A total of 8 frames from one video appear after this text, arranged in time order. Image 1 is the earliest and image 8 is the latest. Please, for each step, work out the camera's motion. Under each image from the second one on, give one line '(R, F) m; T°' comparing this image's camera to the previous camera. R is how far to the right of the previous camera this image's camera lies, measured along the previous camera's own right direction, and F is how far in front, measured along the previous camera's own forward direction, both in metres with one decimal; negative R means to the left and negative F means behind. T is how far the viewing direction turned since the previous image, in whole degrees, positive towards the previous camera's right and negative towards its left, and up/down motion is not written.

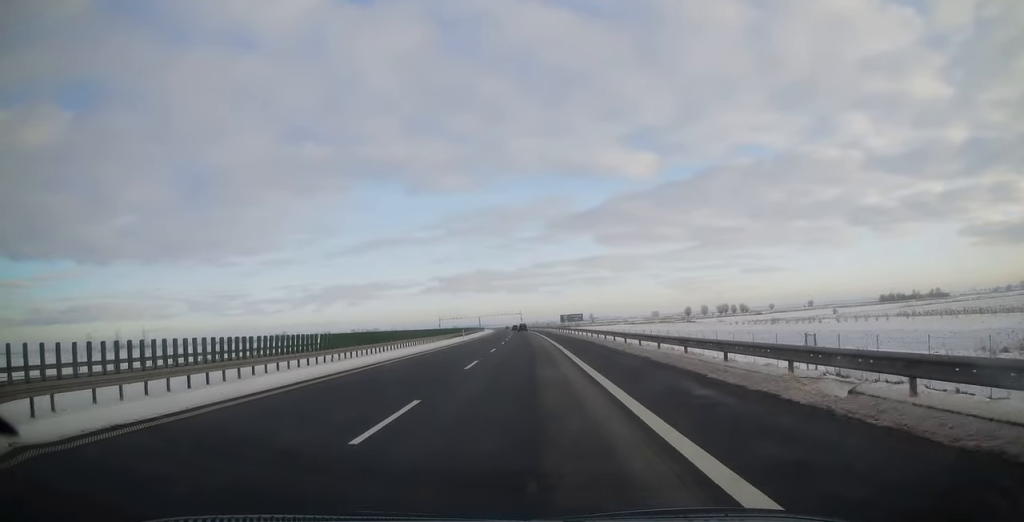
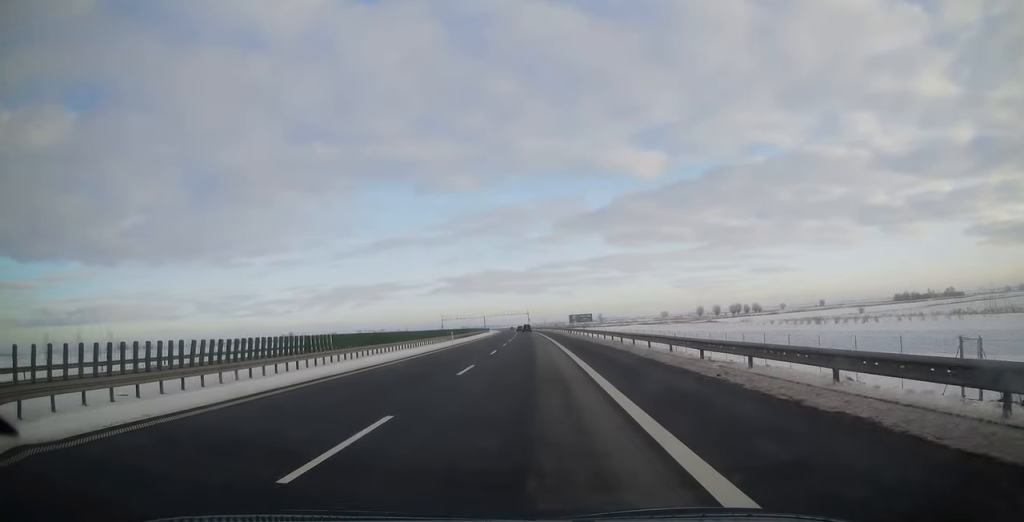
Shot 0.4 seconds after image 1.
(+0.1, +14.0) m; 0°
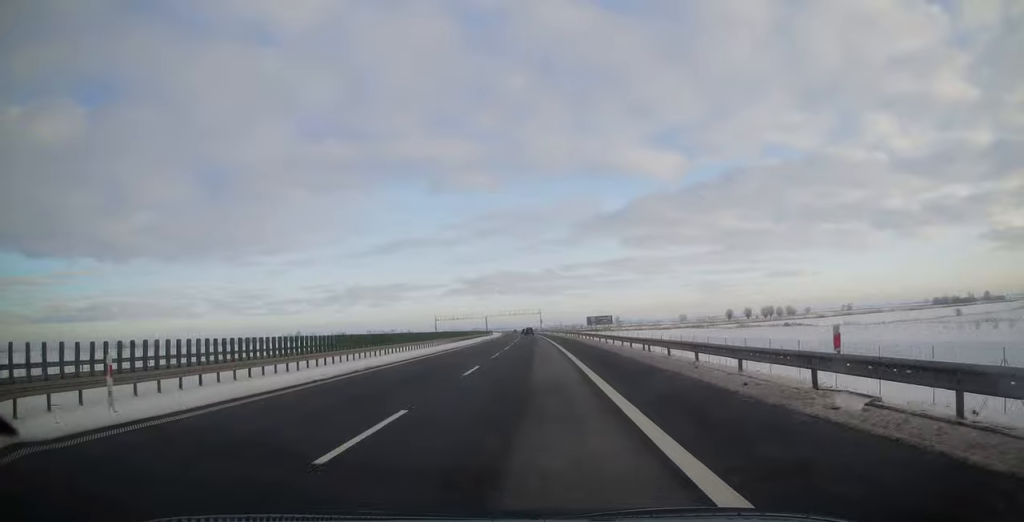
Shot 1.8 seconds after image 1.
(-1.2, +47.6) m; -2°
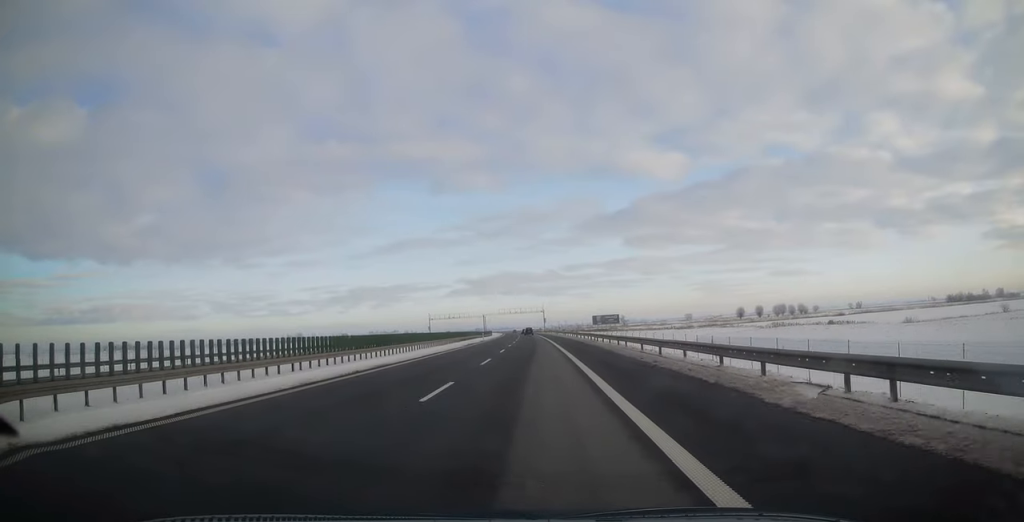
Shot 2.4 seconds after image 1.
(-0.4, +18.7) m; 0°
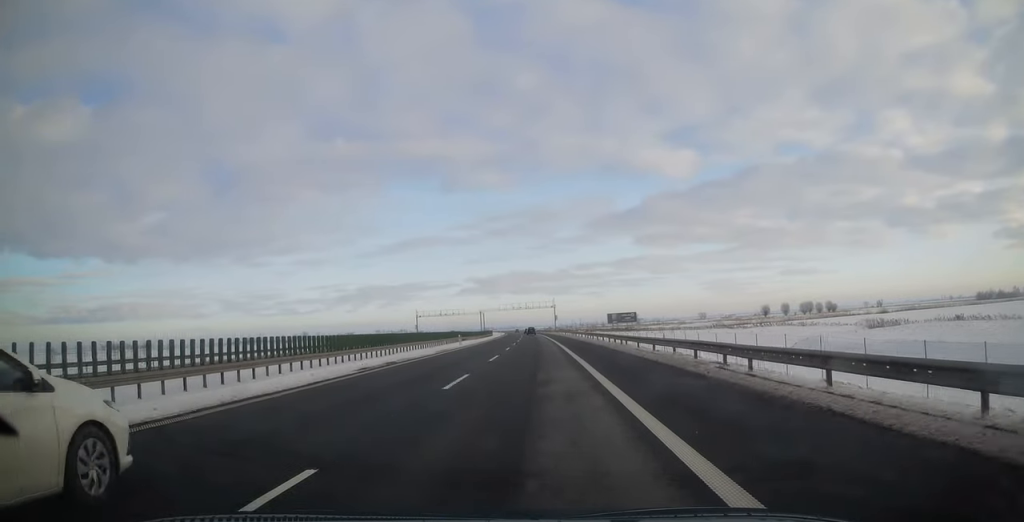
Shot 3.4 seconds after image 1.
(+0.4, +33.6) m; -1°
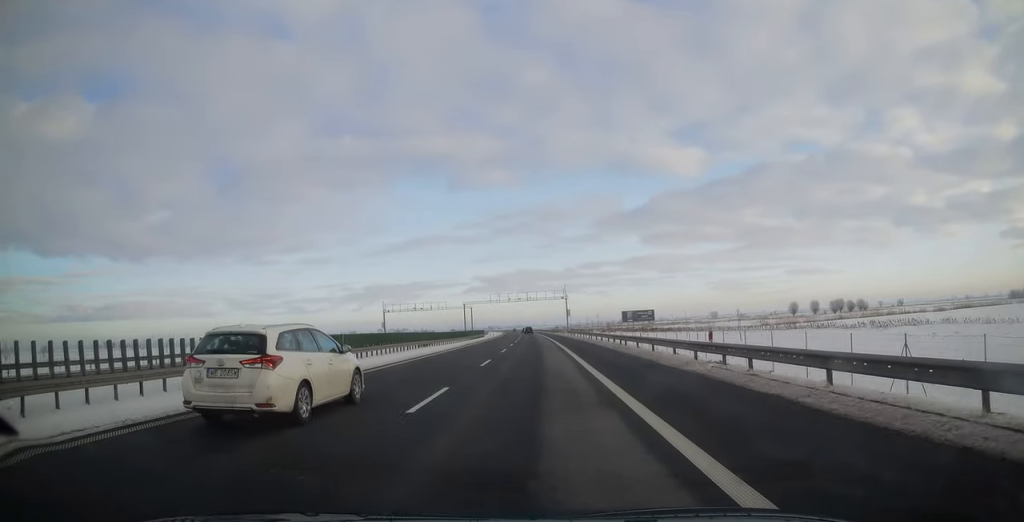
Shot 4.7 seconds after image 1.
(-0.9, +39.5) m; -1°
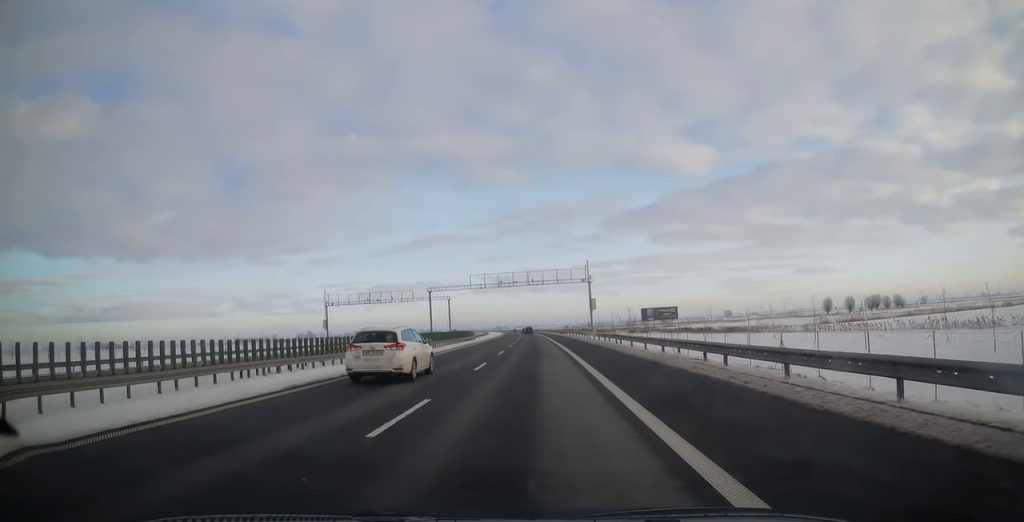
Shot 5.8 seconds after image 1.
(+0.1, +38.0) m; 0°
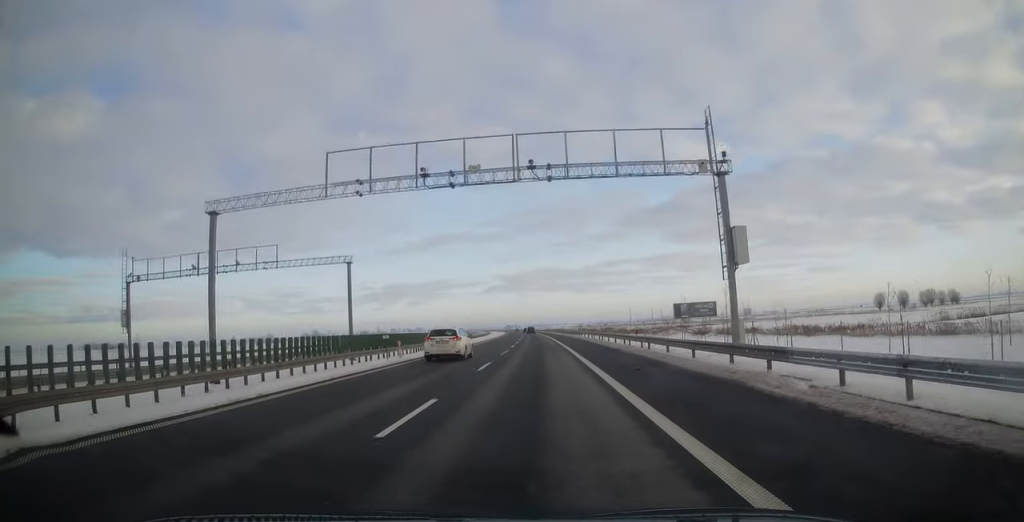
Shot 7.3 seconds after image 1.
(-0.5, +47.7) m; -1°
